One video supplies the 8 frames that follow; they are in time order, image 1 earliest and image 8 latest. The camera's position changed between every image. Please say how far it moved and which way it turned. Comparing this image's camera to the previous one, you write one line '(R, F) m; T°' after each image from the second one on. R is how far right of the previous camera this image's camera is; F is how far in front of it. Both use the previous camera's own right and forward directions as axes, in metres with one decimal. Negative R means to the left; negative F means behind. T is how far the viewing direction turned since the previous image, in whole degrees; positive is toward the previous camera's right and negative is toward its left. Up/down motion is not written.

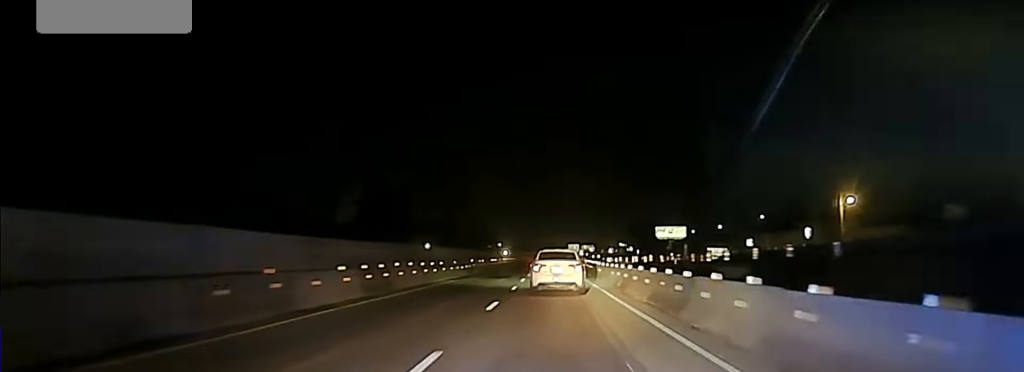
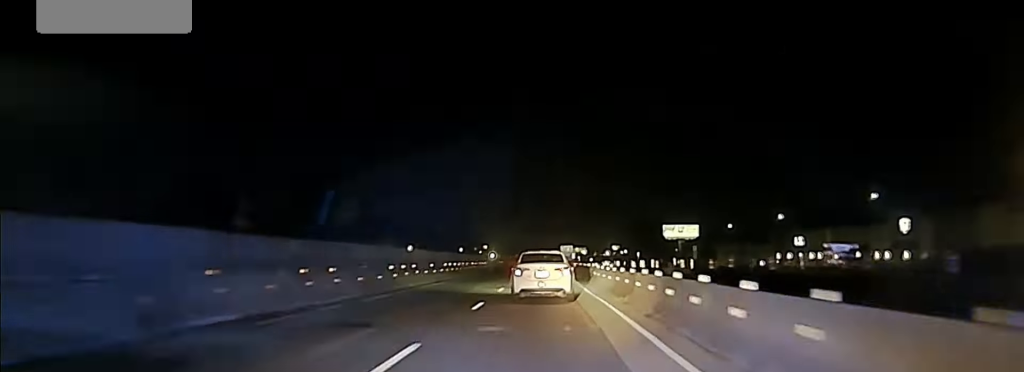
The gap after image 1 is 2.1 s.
(-0.7, +47.3) m; 0°
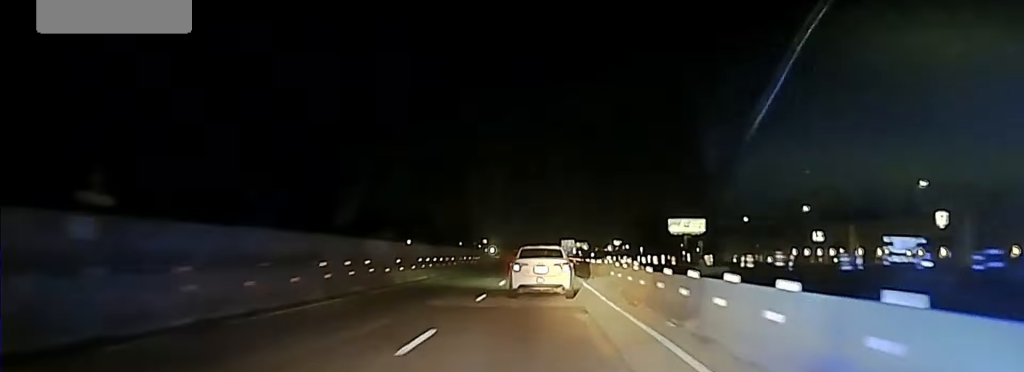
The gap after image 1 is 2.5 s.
(+0.3, +10.5) m; 0°
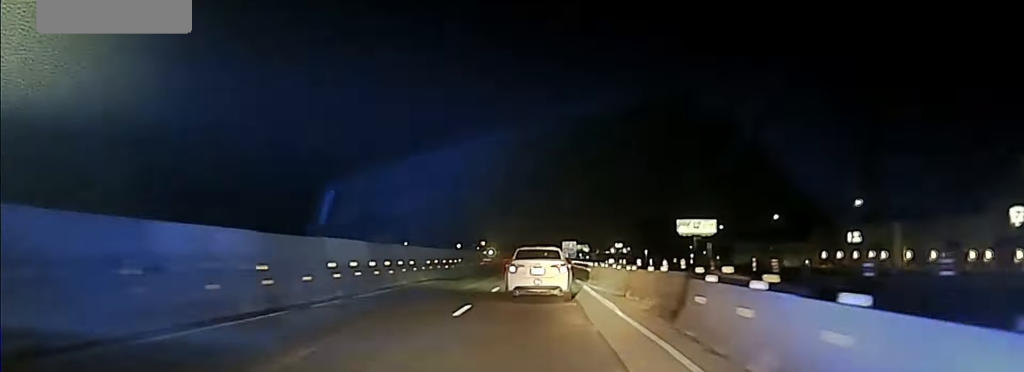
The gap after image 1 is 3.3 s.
(+0.4, +17.2) m; 0°
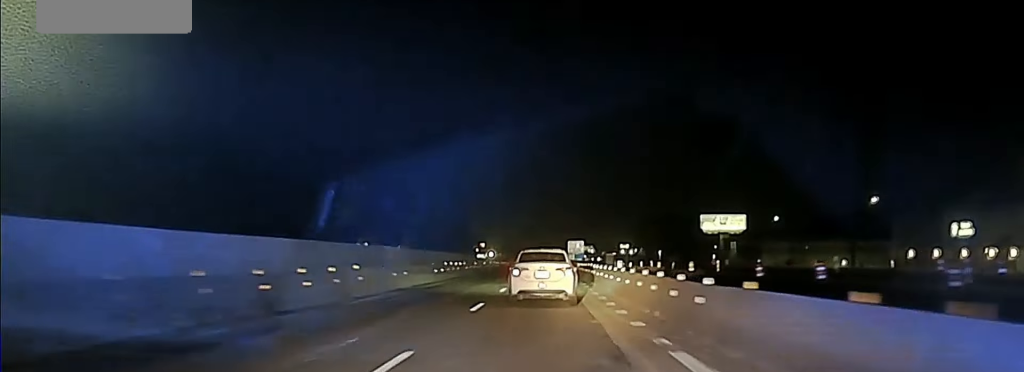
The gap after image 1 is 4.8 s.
(-0.8, +33.9) m; -1°
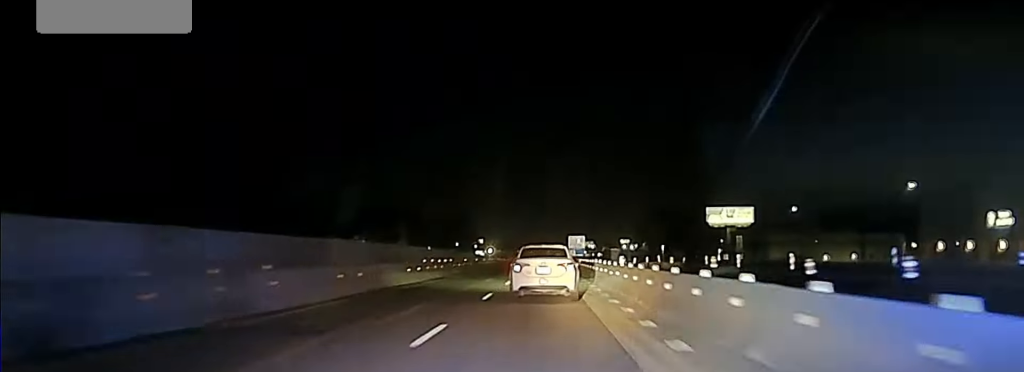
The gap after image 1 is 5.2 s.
(-0.1, +8.8) m; 0°
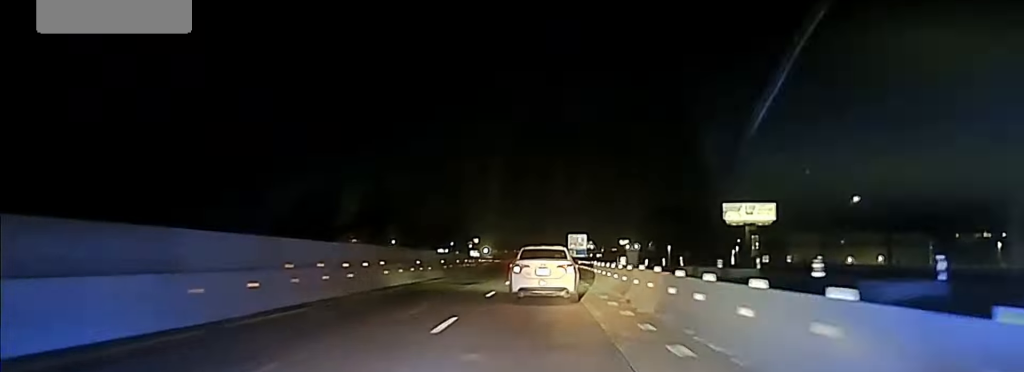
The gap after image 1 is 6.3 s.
(+0.4, +22.5) m; +2°
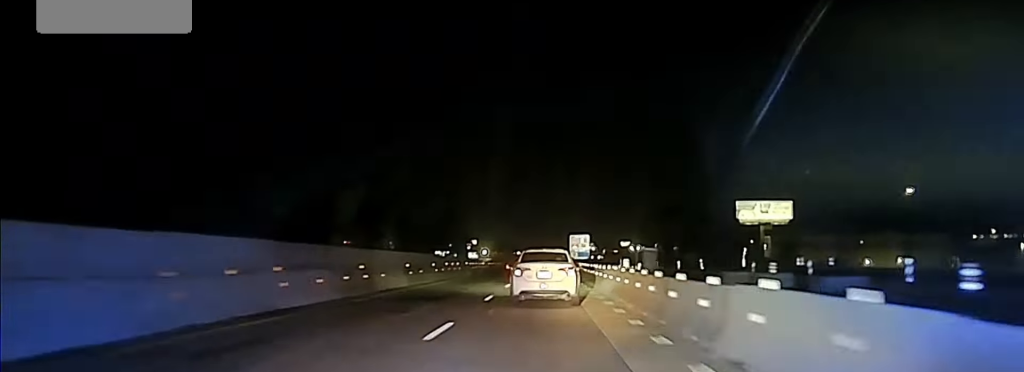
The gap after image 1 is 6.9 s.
(+0.2, +13.0) m; 0°
